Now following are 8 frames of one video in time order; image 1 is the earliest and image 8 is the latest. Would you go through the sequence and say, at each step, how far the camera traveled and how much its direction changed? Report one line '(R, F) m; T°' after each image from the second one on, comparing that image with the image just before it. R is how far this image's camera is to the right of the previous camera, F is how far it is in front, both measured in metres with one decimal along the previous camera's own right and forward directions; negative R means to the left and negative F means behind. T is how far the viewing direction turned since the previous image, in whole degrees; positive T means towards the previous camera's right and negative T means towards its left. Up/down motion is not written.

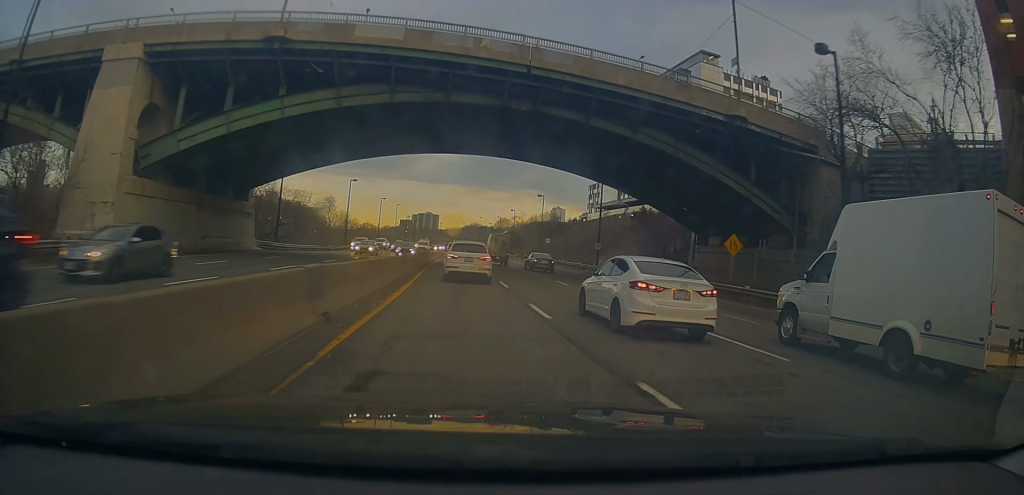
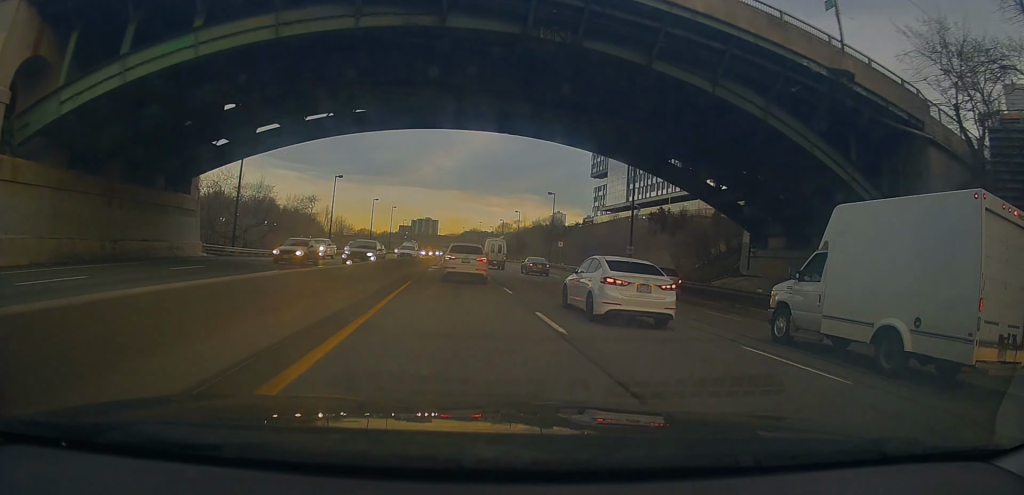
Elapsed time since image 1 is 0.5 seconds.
(+0.1, +10.5) m; 0°
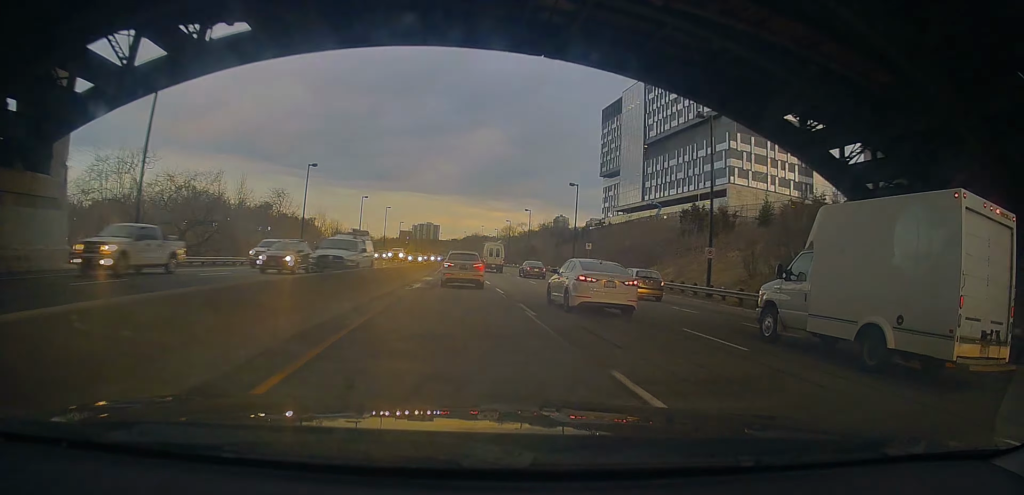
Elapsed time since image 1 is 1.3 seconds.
(-0.1, +14.1) m; 0°
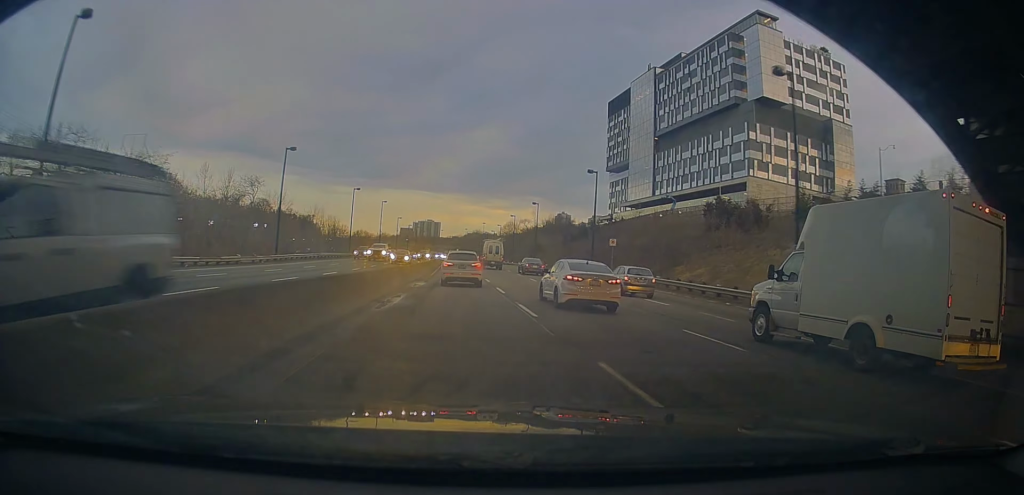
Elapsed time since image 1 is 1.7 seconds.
(0.0, +8.5) m; 0°
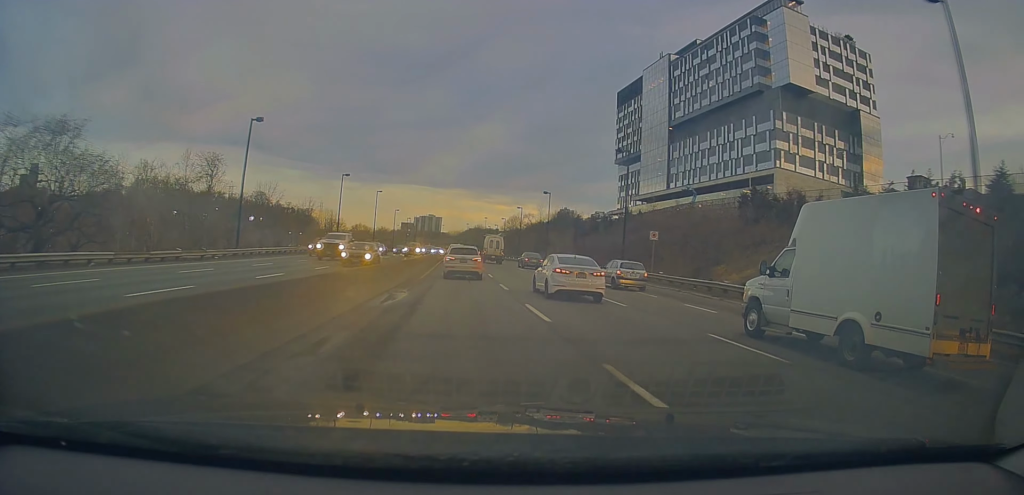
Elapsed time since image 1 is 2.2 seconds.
(0.0, +9.8) m; 0°
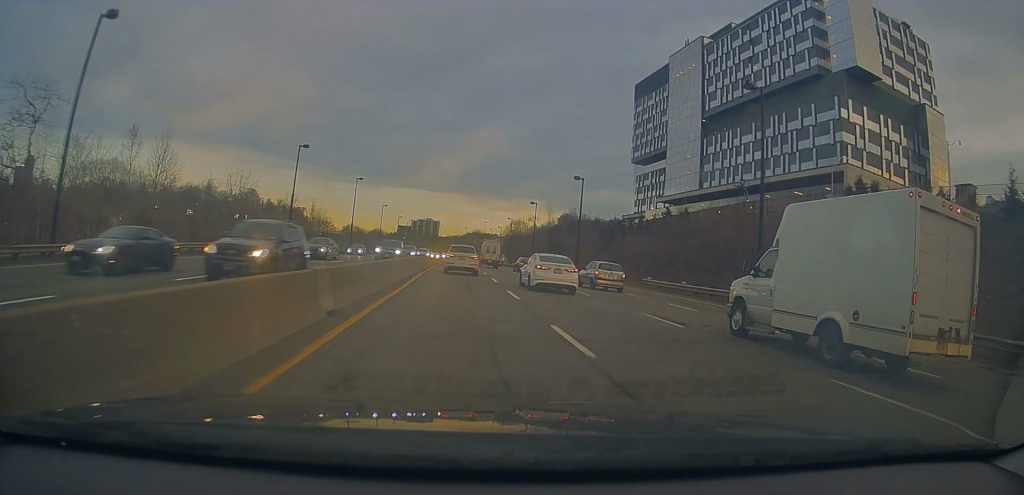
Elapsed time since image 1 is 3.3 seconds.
(-0.2, +21.7) m; 0°
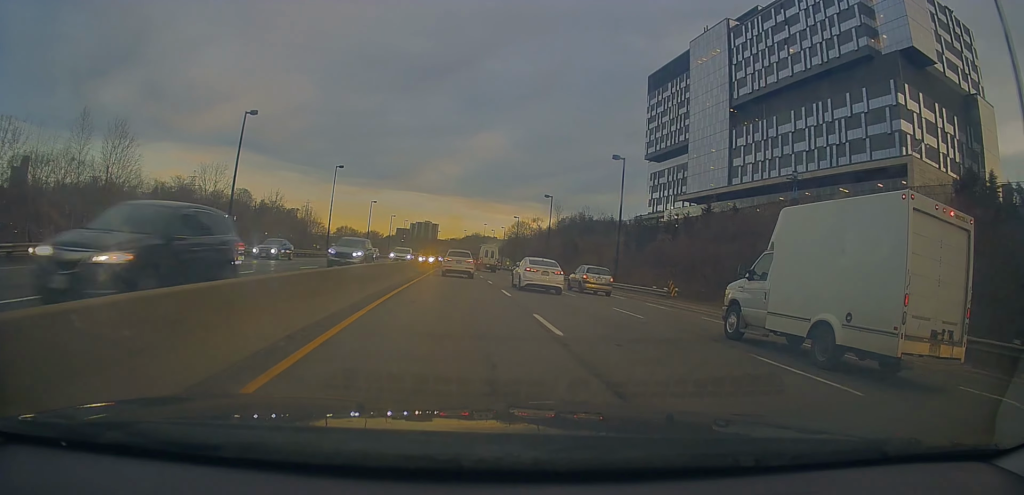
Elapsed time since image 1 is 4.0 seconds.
(+0.3, +15.4) m; +1°
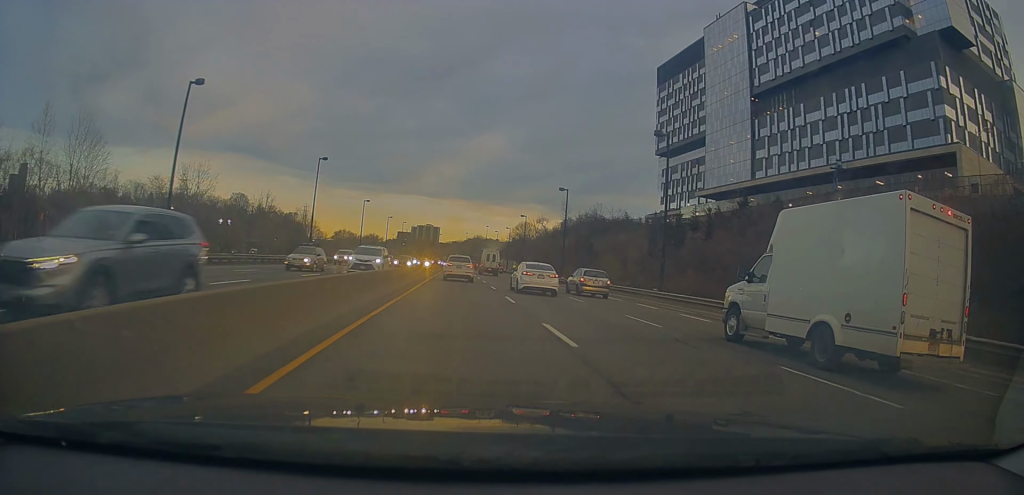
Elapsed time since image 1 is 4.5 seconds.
(+0.1, +9.9) m; 0°
